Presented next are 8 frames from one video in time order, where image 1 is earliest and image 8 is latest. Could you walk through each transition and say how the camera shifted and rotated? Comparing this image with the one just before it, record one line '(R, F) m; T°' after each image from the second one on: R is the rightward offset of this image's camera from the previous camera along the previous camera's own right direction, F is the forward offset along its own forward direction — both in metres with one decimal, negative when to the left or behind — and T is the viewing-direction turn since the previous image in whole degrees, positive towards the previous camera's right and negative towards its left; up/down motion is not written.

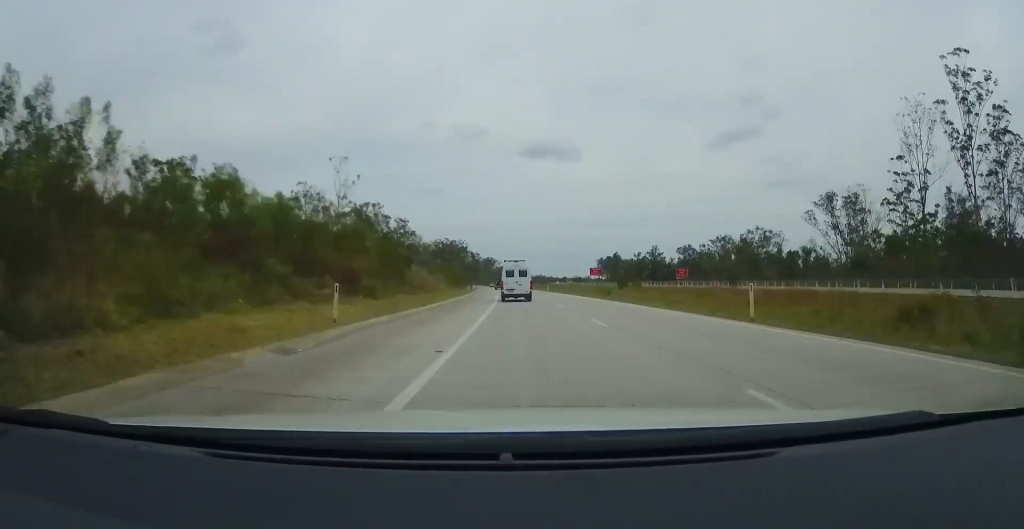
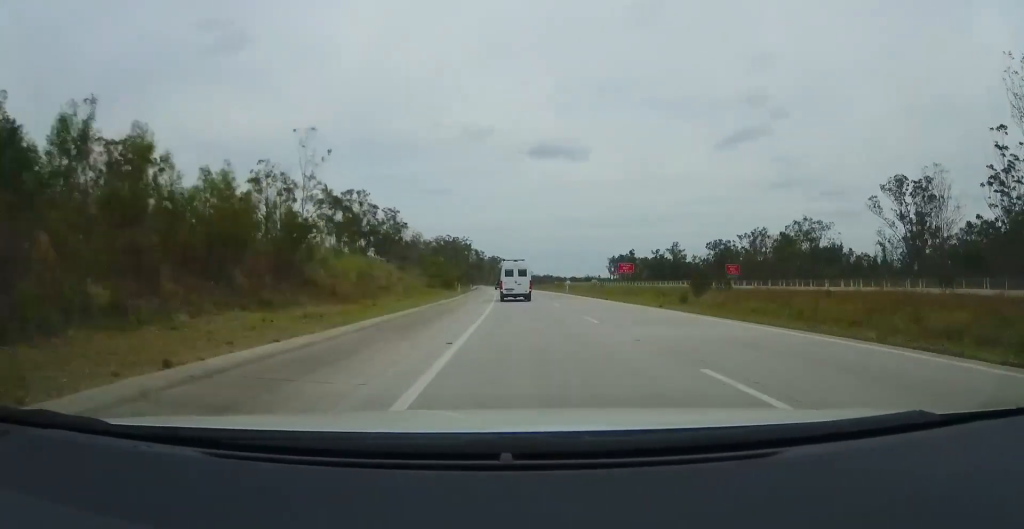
(0.0, +22.9) m; 0°
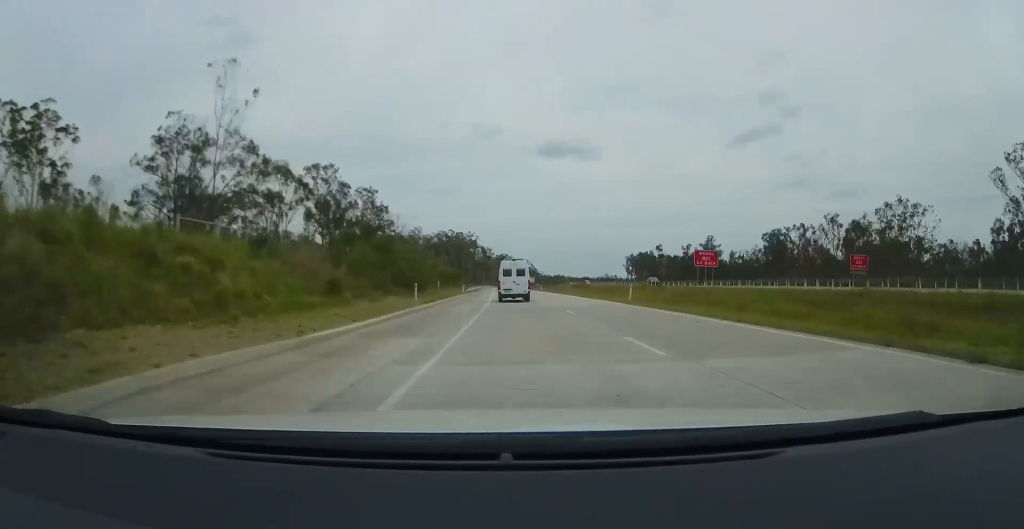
(+0.2, +32.5) m; -1°
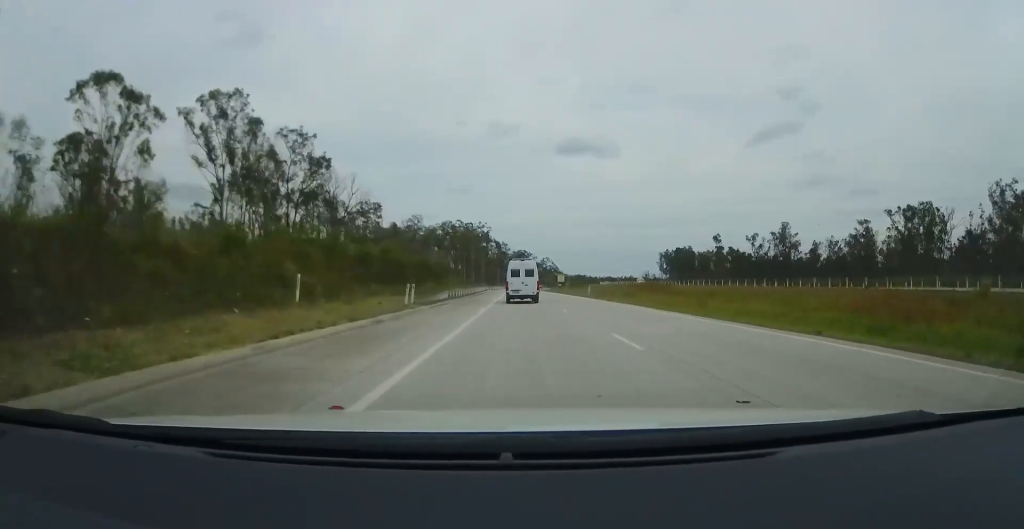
(-1.3, +46.7) m; -2°
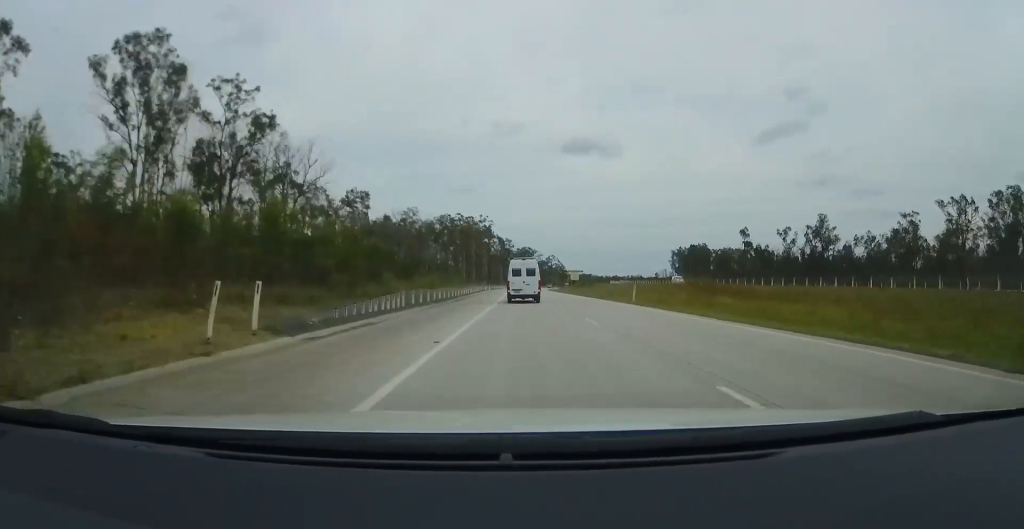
(0.0, +19.0) m; 0°
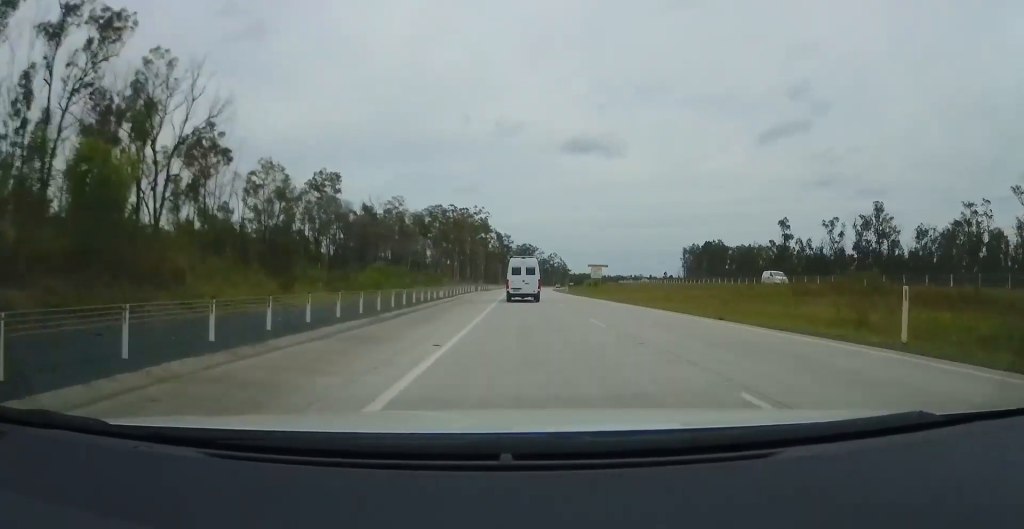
(+0.2, +24.8) m; 0°
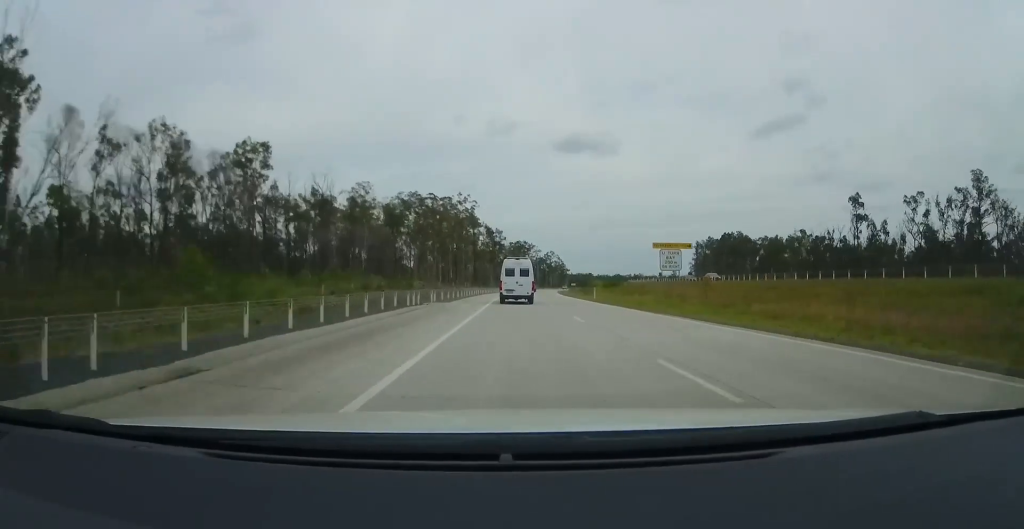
(-0.2, +33.1) m; -1°
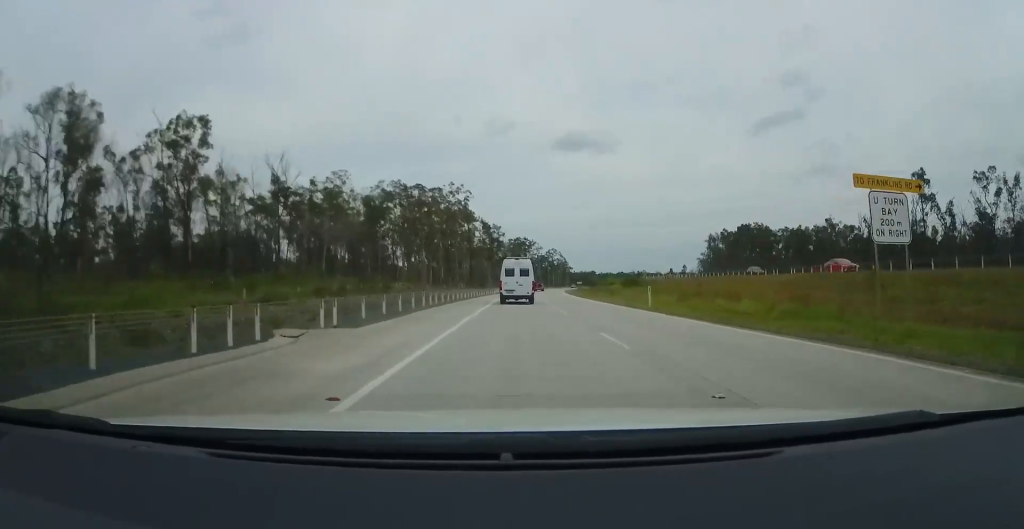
(-0.1, +20.1) m; -1°
